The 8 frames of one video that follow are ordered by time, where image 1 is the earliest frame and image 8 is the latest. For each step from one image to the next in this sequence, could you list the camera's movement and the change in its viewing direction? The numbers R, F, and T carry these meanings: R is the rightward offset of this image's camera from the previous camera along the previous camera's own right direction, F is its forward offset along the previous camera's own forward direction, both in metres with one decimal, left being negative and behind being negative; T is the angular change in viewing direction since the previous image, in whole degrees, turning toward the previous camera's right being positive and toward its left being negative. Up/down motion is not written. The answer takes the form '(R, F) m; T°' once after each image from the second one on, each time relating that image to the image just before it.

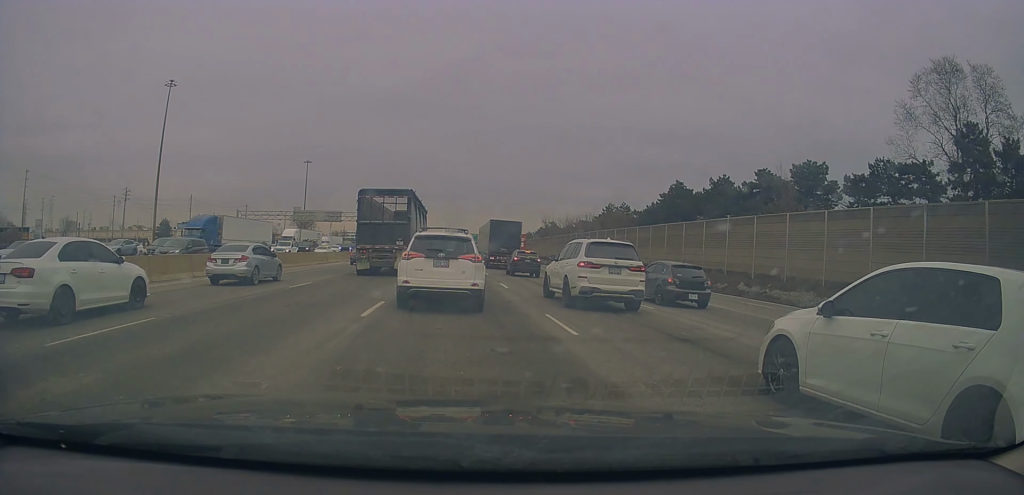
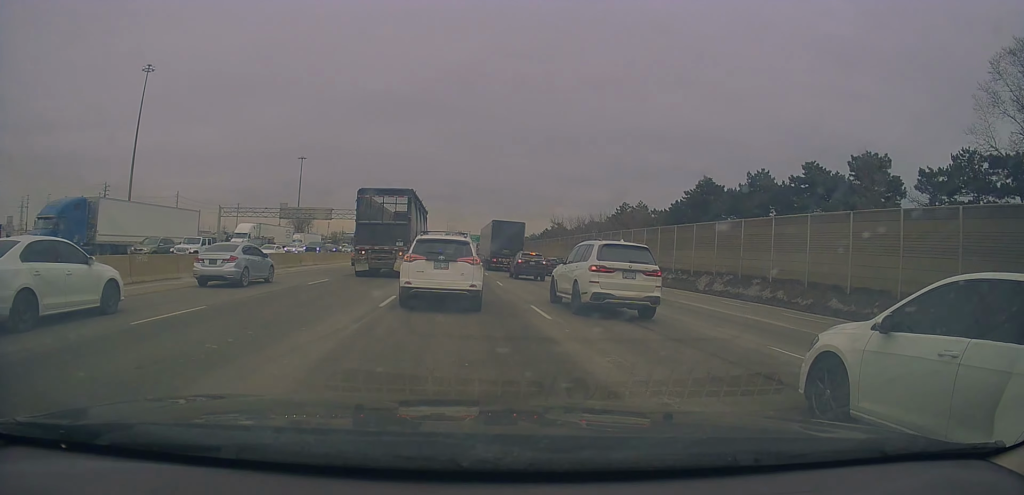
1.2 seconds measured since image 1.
(-0.2, +10.3) m; 0°
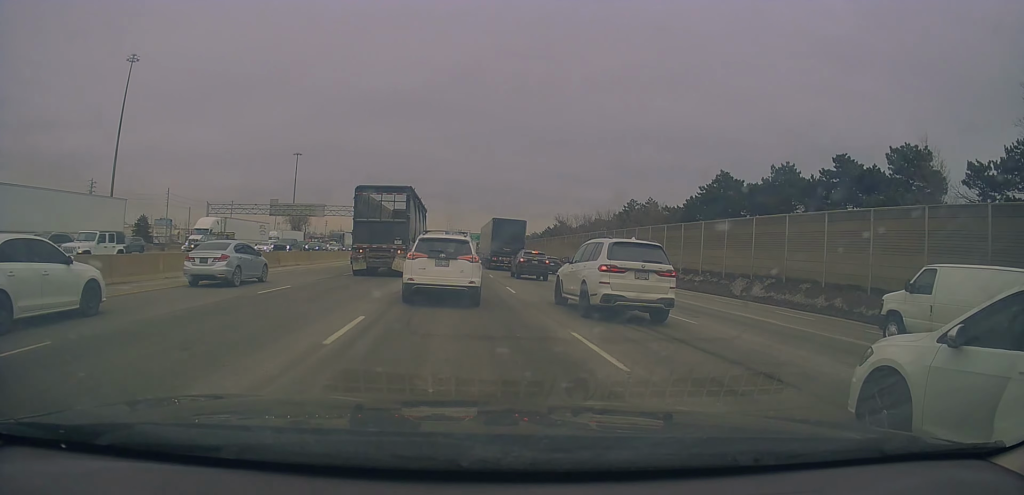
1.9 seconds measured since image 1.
(+0.1, +5.7) m; 0°
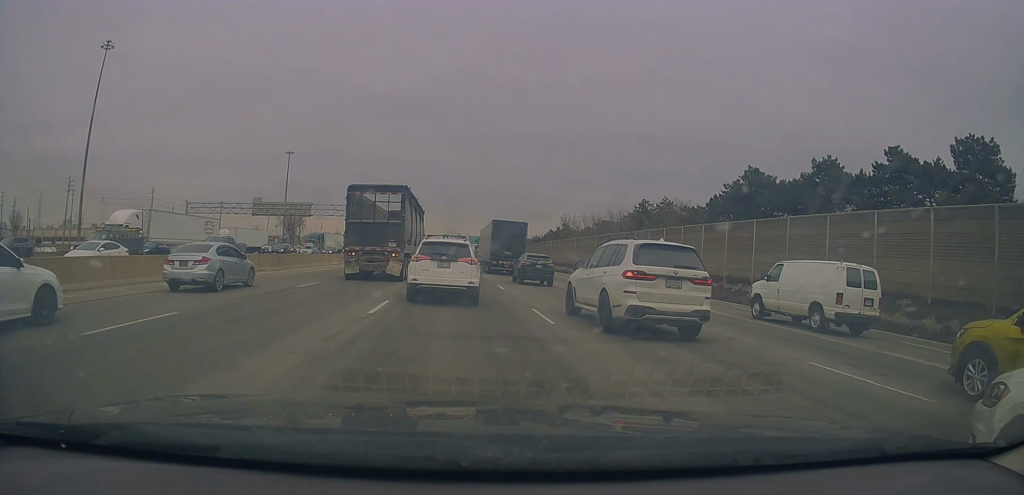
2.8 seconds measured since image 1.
(-0.1, +8.6) m; -1°
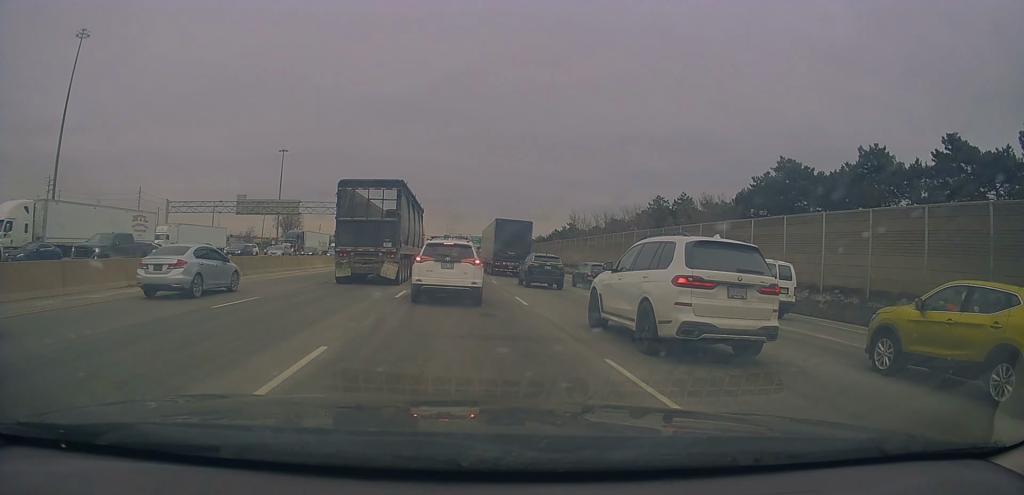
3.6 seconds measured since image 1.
(0.0, +6.3) m; +1°
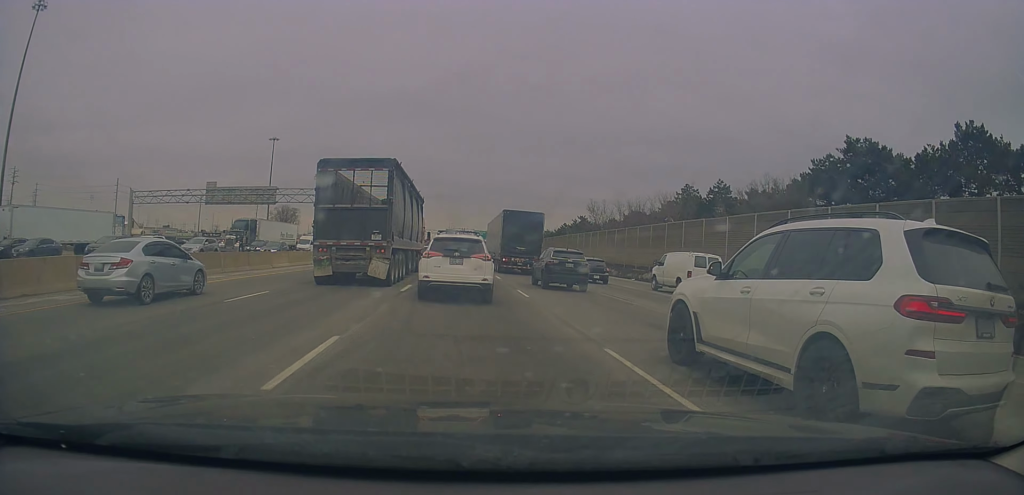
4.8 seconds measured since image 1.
(+0.2, +9.6) m; +2°
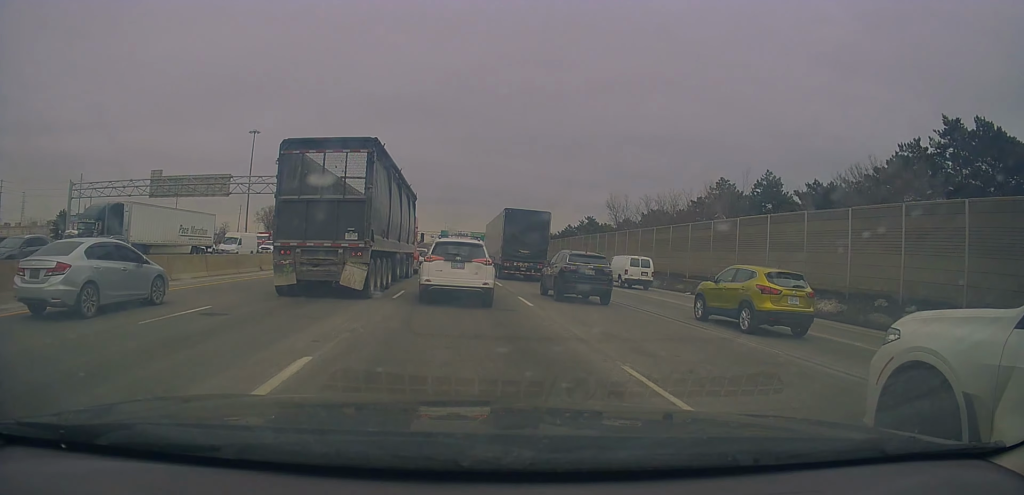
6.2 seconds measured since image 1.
(-0.1, +14.1) m; -2°
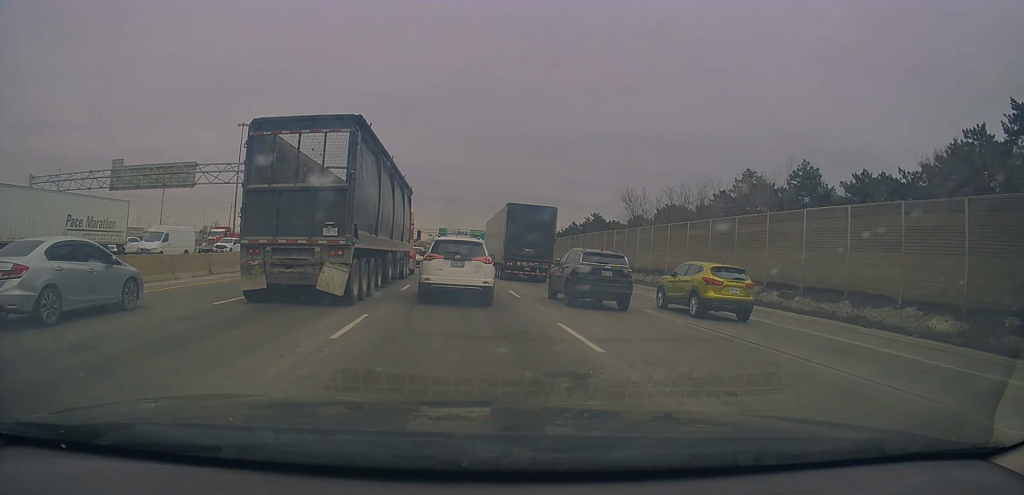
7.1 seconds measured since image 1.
(-0.2, +8.4) m; -2°
